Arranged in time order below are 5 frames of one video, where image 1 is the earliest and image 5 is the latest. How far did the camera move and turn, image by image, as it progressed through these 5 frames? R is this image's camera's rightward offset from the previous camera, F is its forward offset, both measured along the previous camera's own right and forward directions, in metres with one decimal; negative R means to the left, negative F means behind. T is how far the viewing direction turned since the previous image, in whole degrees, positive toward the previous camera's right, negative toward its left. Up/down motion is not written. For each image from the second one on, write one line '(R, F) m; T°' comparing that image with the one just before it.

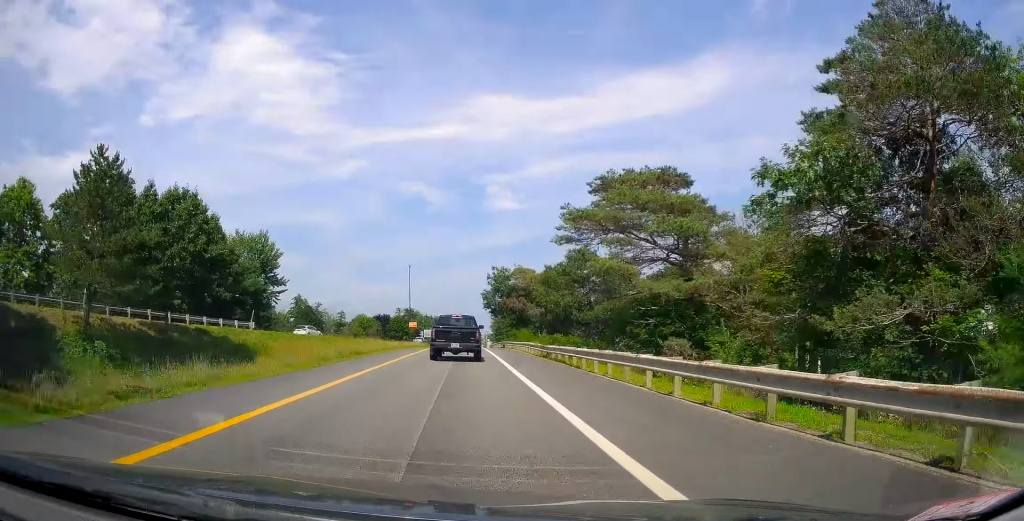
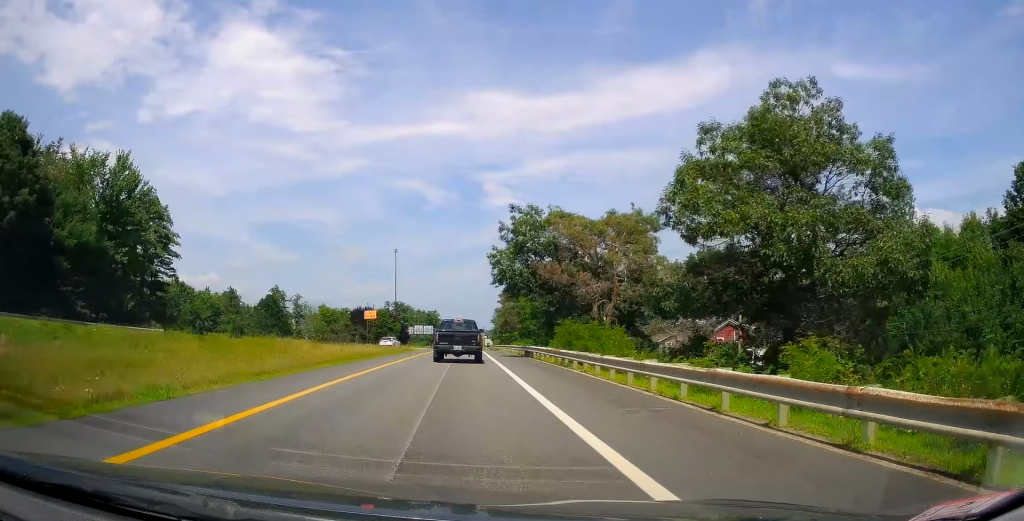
(+0.6, +32.3) m; +3°
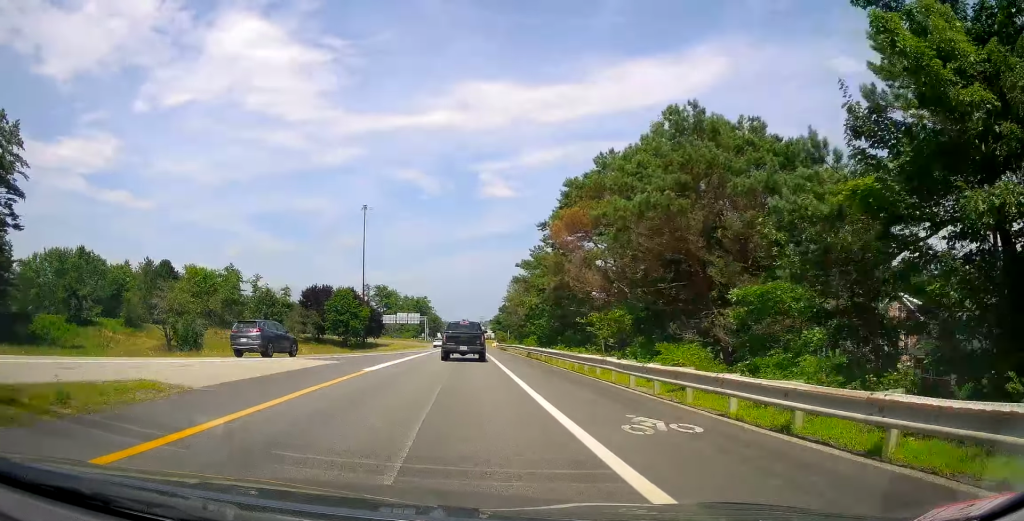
(+1.0, +49.3) m; +1°
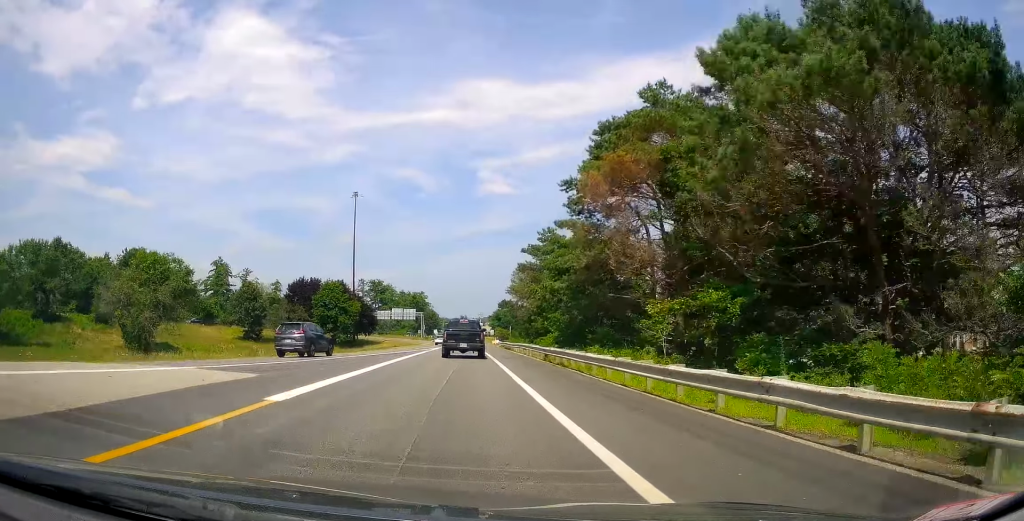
(0.0, +9.2) m; 0°
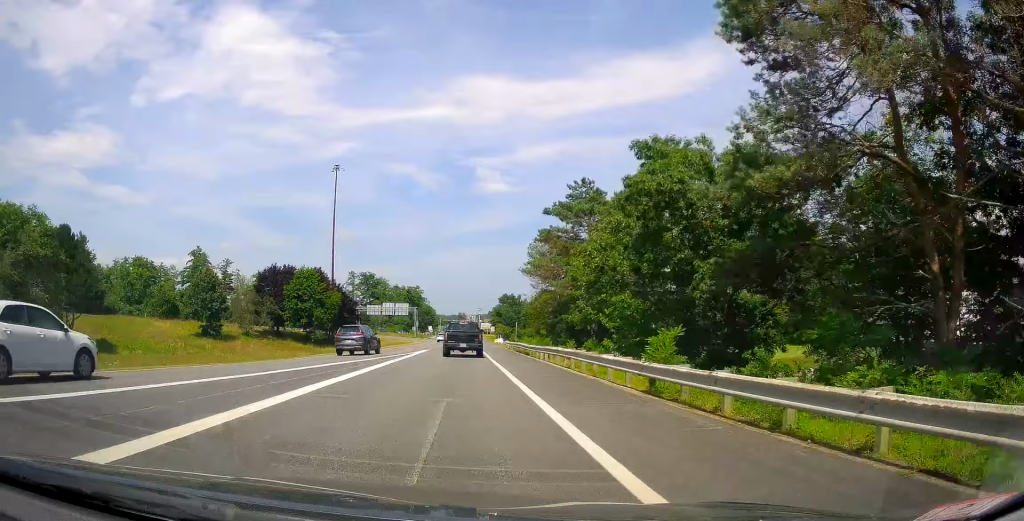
(0.0, +17.6) m; 0°
